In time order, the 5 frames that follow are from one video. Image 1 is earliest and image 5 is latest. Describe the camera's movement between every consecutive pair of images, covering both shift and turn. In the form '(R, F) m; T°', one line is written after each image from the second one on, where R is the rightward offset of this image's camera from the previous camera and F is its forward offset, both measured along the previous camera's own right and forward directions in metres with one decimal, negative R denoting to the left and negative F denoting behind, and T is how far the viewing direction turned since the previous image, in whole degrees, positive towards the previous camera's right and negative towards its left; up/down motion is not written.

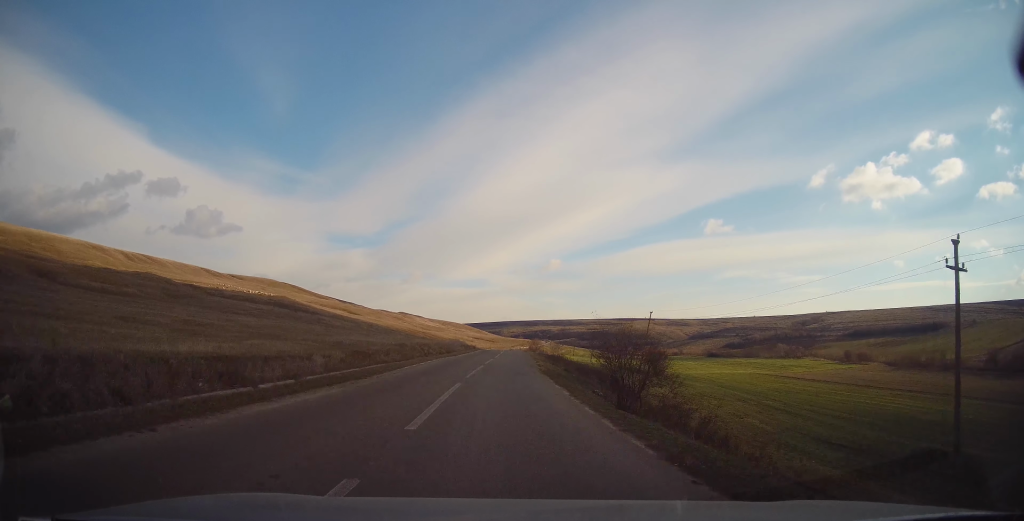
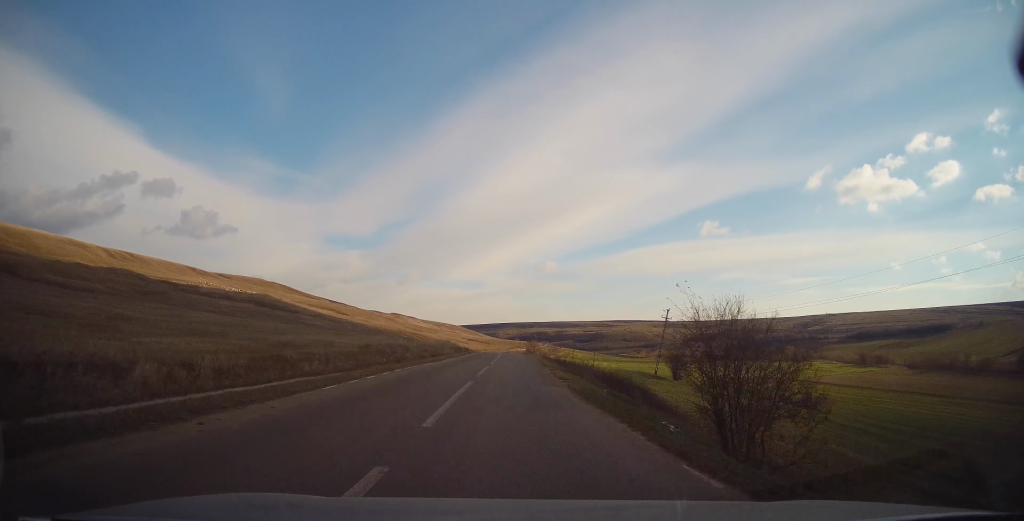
(+0.3, +11.6) m; +1°
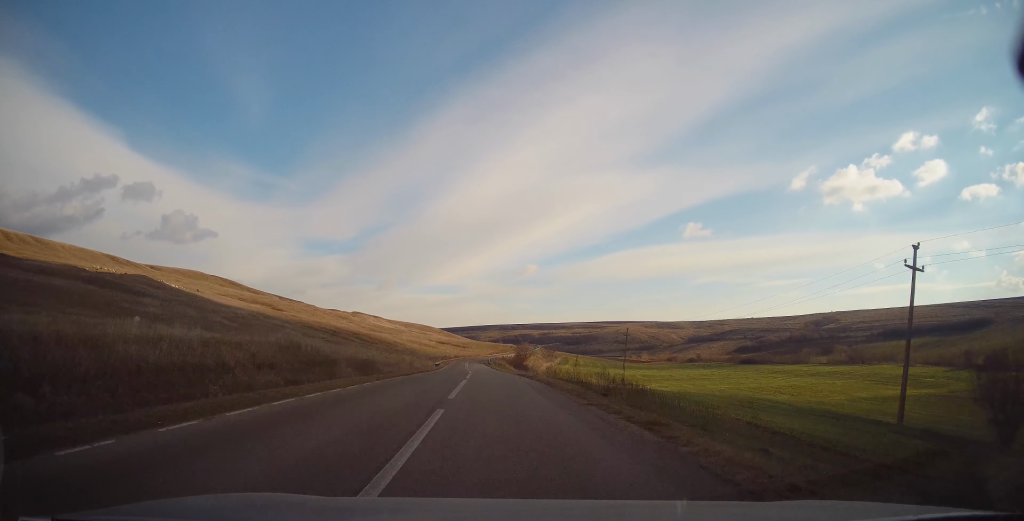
(+0.6, +56.6) m; +1°
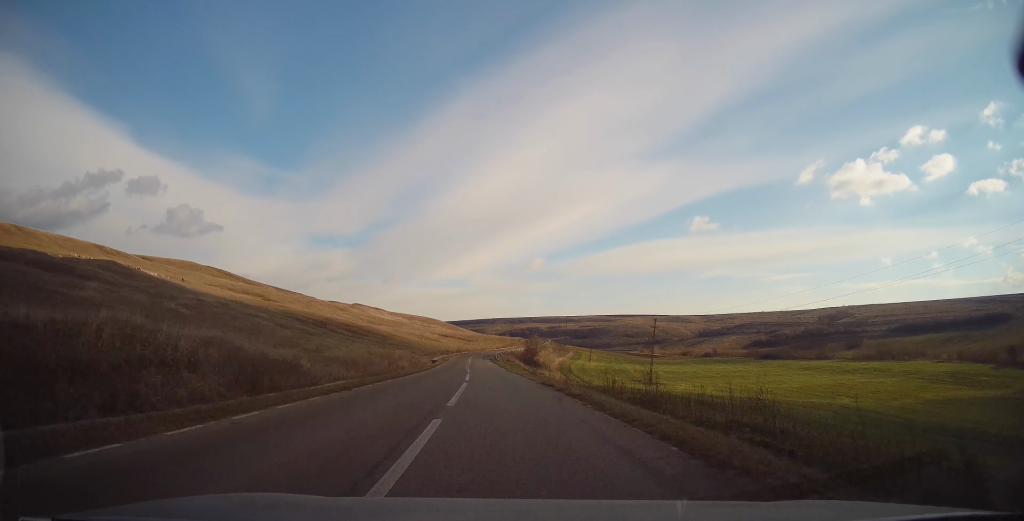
(0.0, +13.7) m; 0°
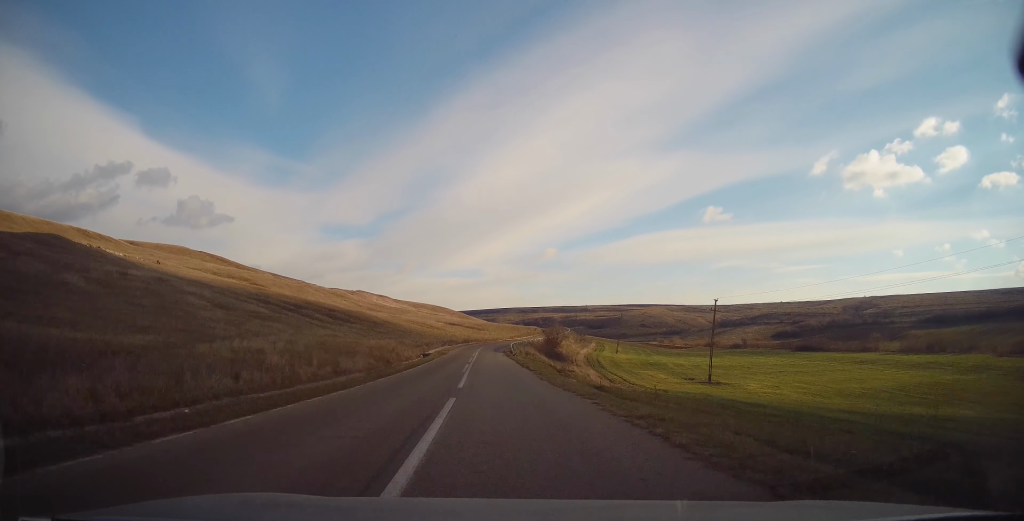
(0.0, +20.2) m; -1°
